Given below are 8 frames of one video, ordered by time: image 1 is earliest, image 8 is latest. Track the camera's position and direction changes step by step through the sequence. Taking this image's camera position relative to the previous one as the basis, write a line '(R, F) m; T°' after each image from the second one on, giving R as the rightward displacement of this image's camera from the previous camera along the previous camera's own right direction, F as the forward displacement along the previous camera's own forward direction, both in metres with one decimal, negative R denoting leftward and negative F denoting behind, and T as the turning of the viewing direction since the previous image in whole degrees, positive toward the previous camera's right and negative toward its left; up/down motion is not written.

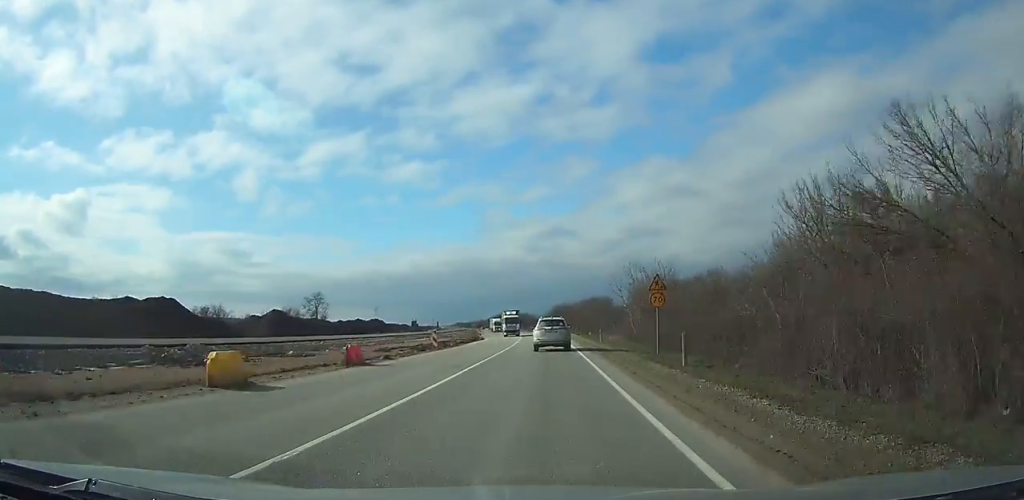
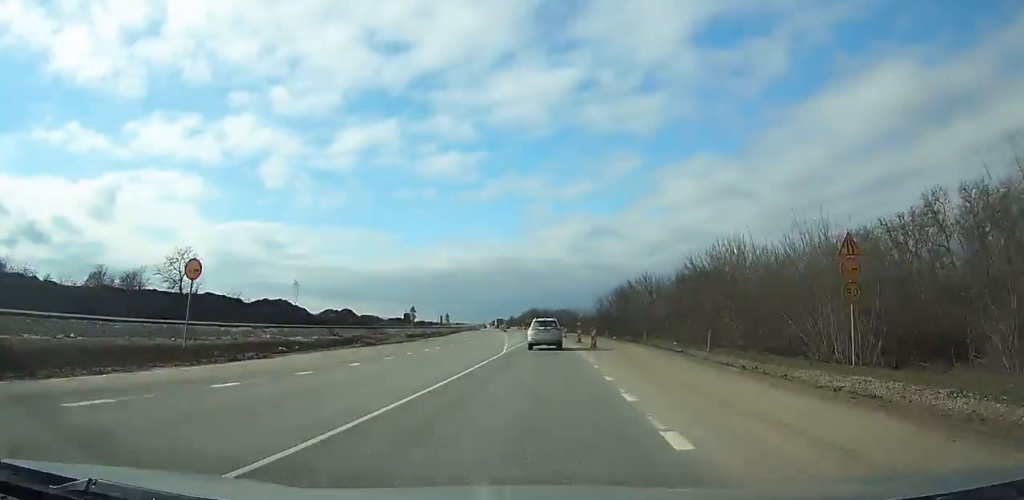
(-3.6, +99.8) m; -5°
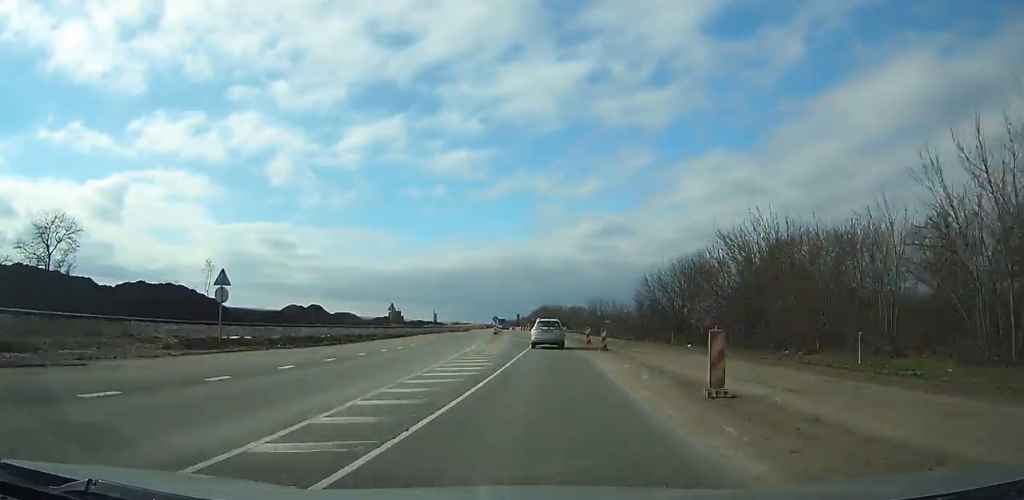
(-0.7, +38.8) m; -2°
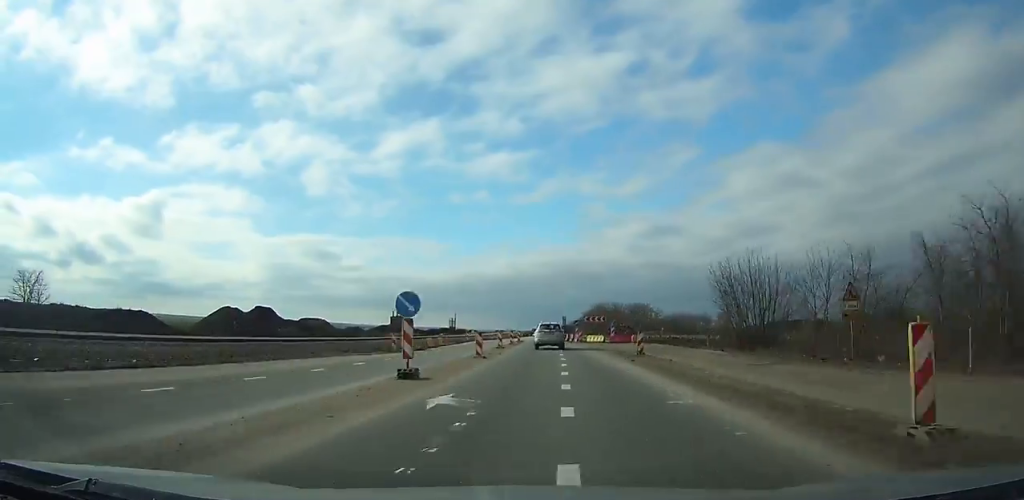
(-1.8, +58.2) m; -3°
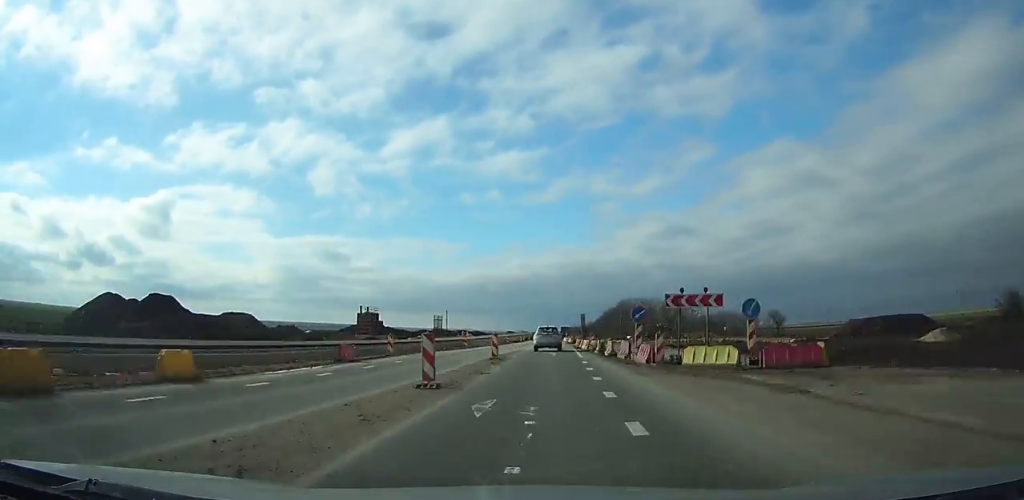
(-0.4, +37.9) m; -1°
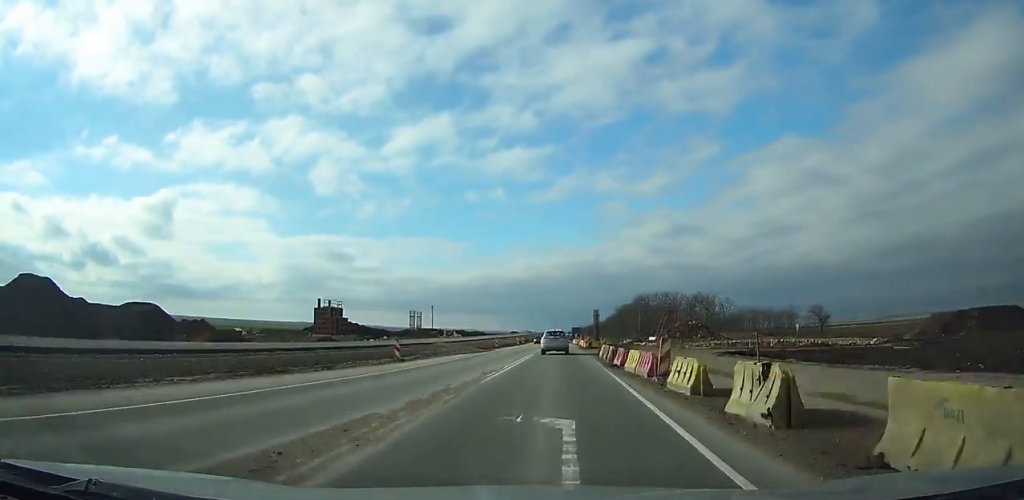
(-0.1, +25.6) m; 0°
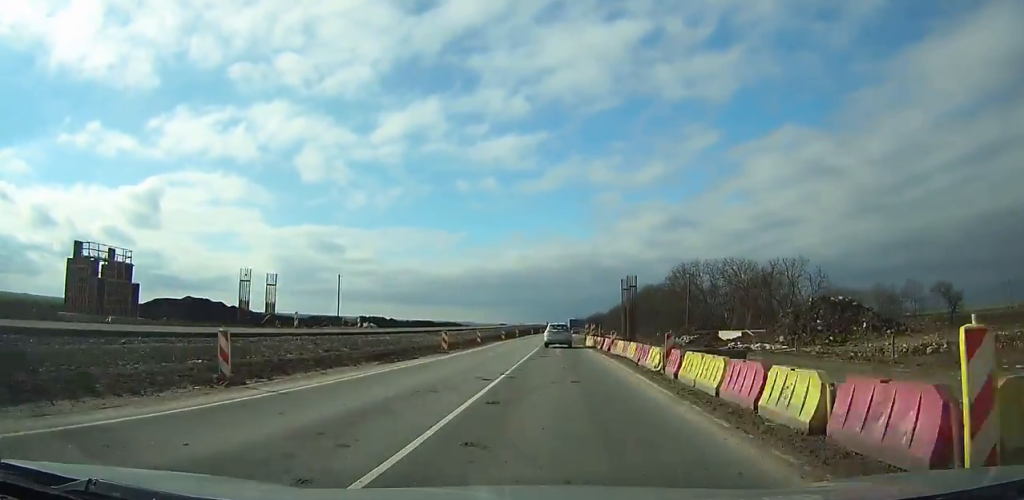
(0.0, +53.7) m; +1°
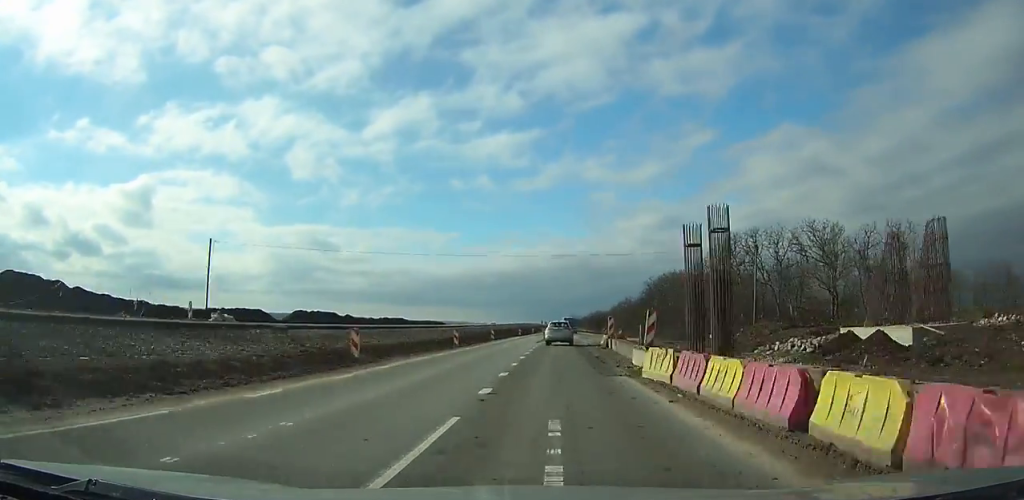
(+0.1, +29.5) m; +1°
